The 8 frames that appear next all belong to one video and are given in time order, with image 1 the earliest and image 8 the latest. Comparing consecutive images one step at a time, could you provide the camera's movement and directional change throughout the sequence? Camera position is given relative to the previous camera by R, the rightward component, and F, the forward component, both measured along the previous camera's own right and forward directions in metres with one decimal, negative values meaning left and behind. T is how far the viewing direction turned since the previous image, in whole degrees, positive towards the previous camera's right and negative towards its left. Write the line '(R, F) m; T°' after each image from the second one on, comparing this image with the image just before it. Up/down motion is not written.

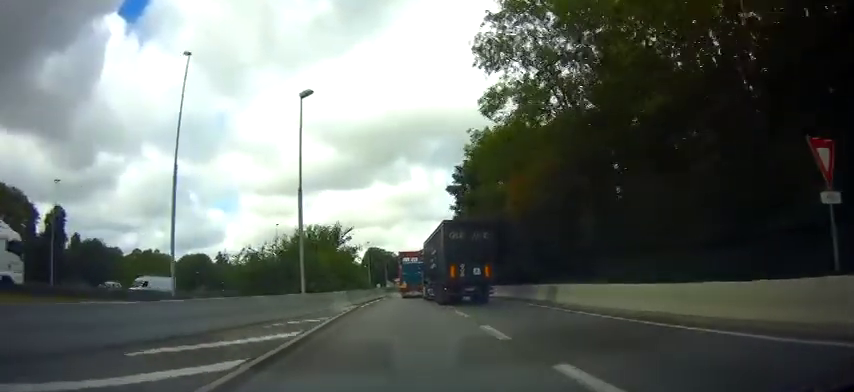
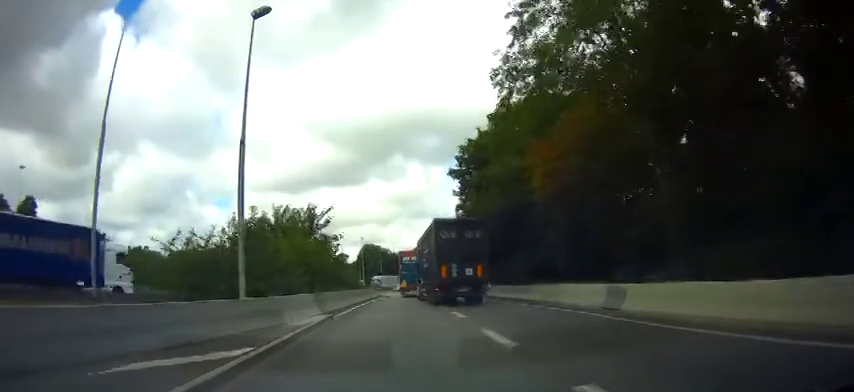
(+0.2, +7.9) m; +3°
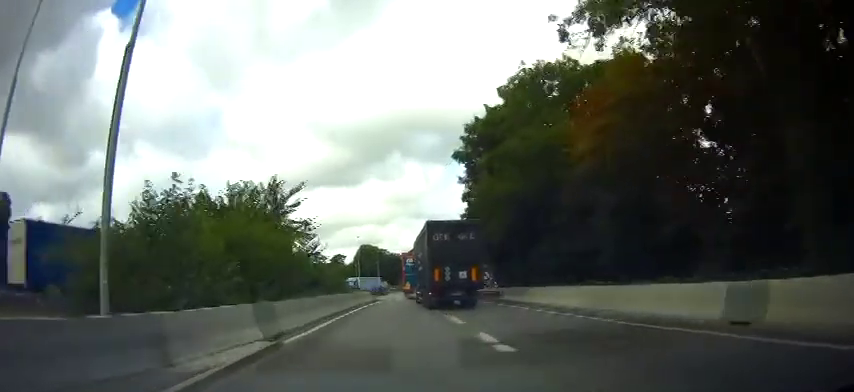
(+0.2, +7.2) m; +1°
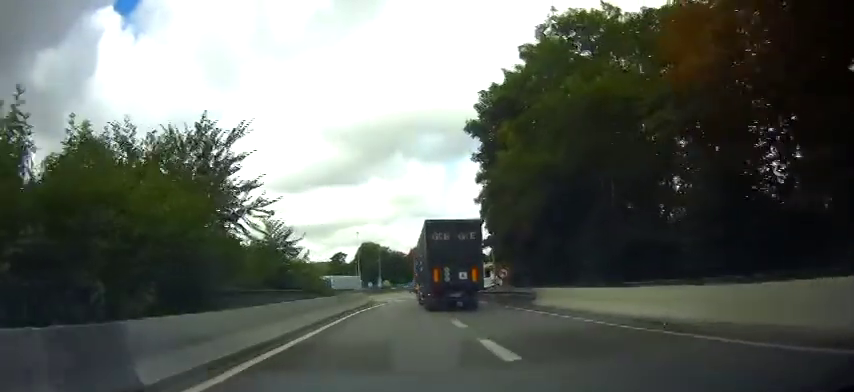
(+0.1, +7.3) m; +1°
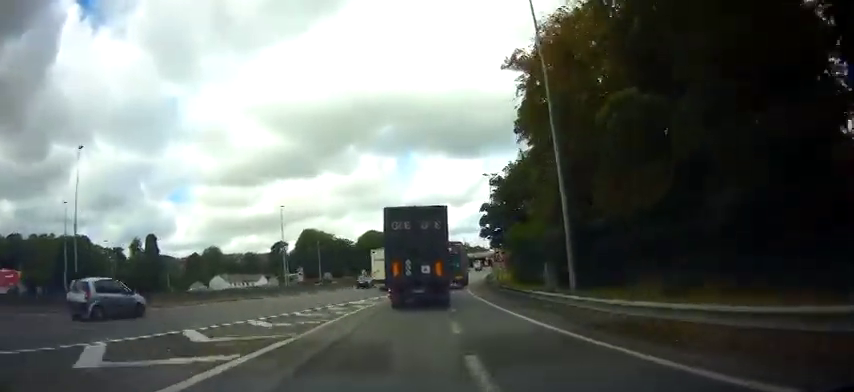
(+1.7, +37.0) m; +4°
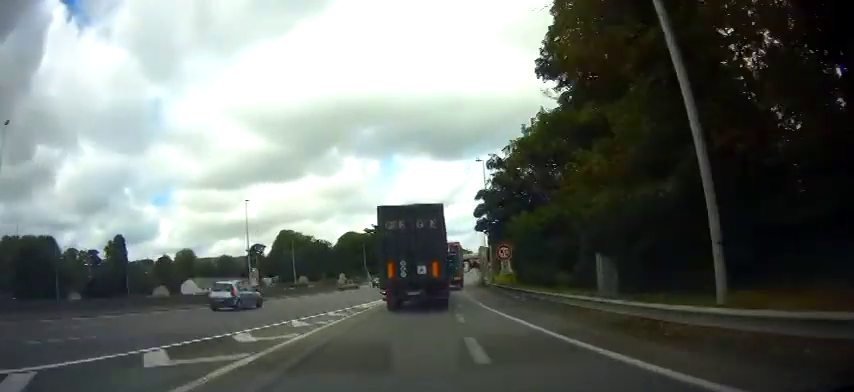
(0.0, +10.7) m; 0°
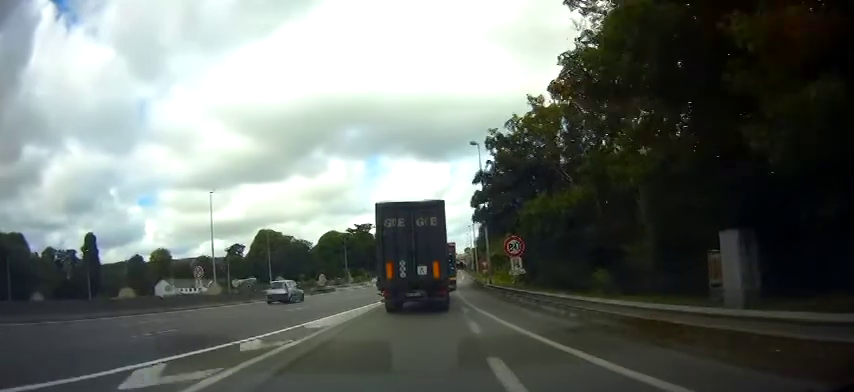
(0.0, +8.5) m; +1°
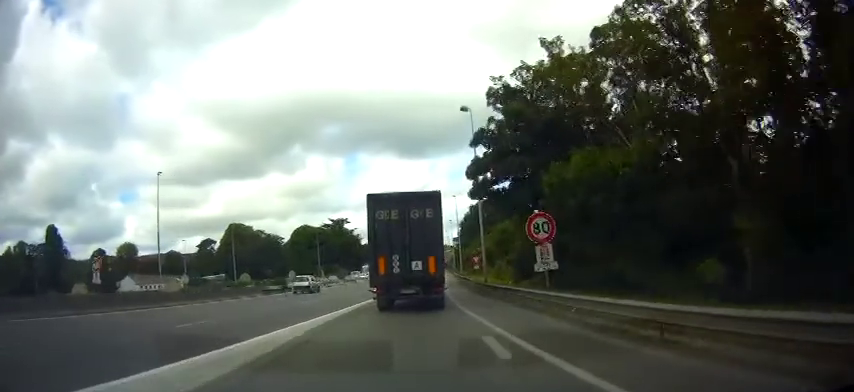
(-0.1, +9.3) m; +3°
